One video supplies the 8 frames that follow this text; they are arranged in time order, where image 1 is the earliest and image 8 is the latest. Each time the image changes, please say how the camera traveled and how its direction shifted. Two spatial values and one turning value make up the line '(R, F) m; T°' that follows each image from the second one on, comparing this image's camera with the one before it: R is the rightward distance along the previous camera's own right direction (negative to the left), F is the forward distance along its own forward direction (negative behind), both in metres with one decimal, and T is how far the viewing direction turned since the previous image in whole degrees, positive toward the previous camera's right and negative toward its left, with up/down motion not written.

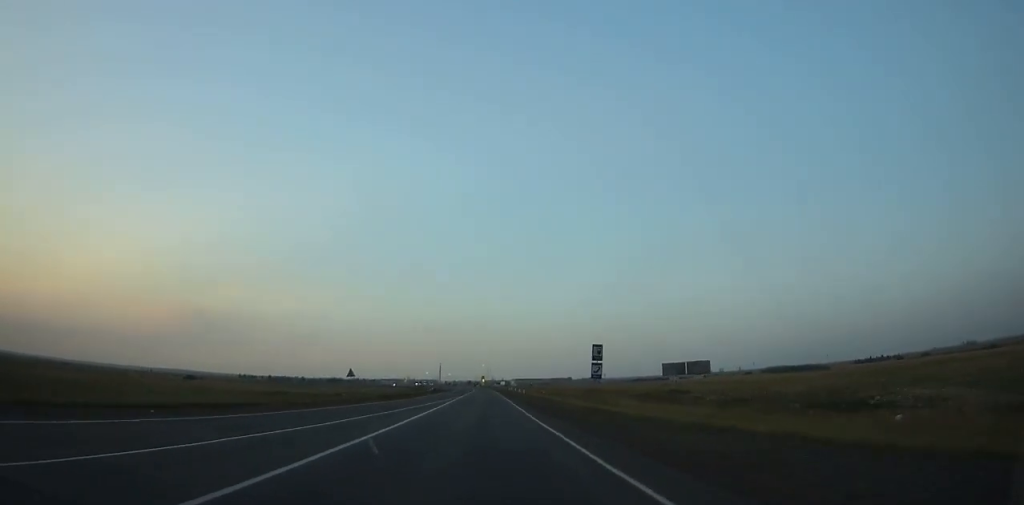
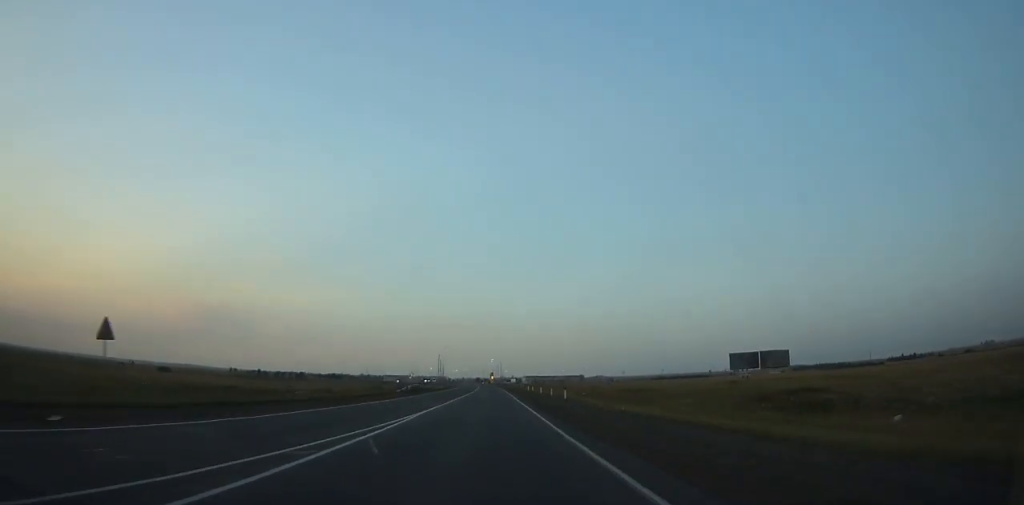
(-0.5, +36.8) m; -1°
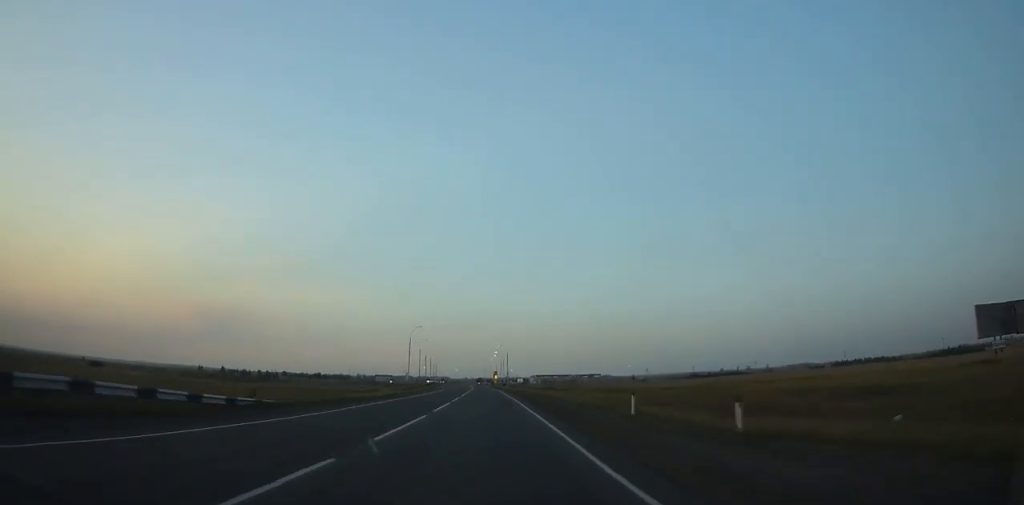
(-1.0, +60.5) m; -1°
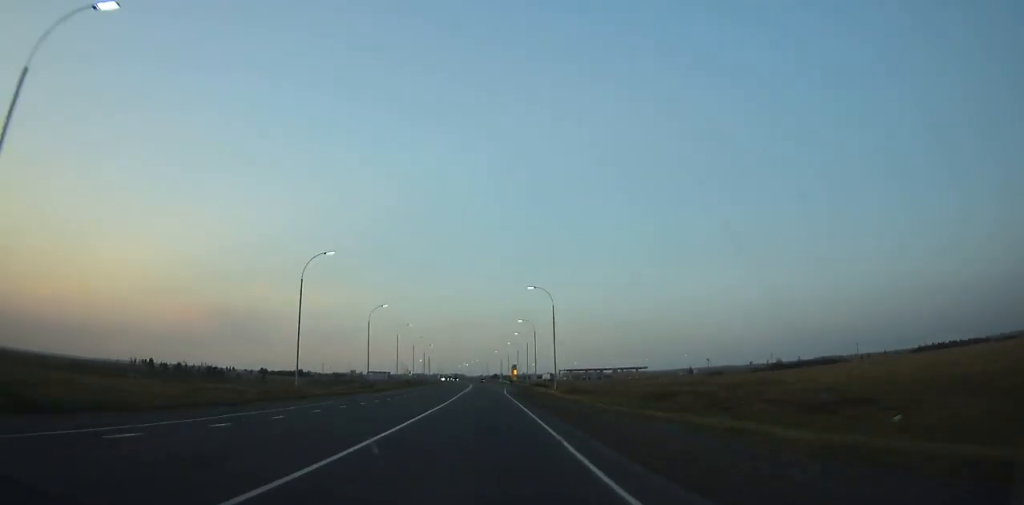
(-0.6, +89.7) m; -1°
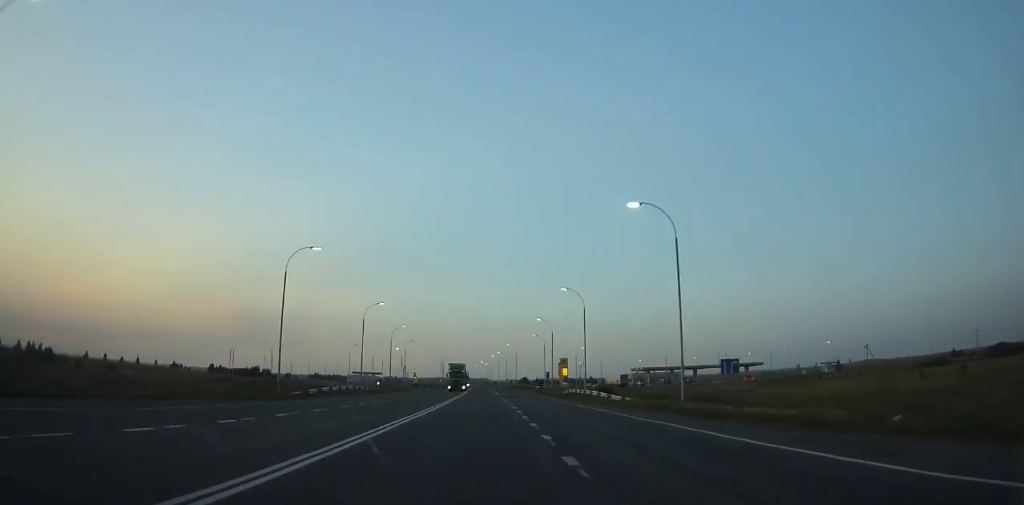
(-2.6, +125.0) m; -2°
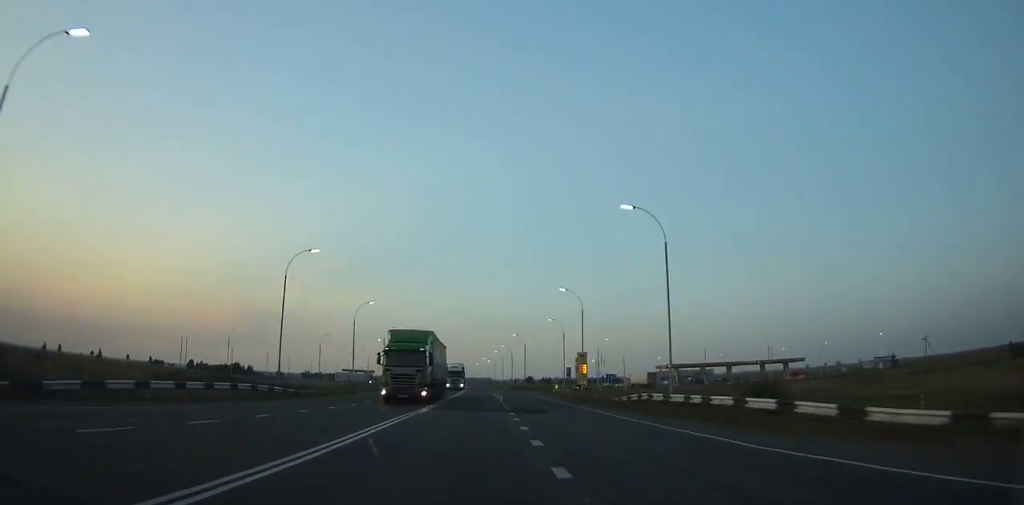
(-0.1, +30.0) m; -1°
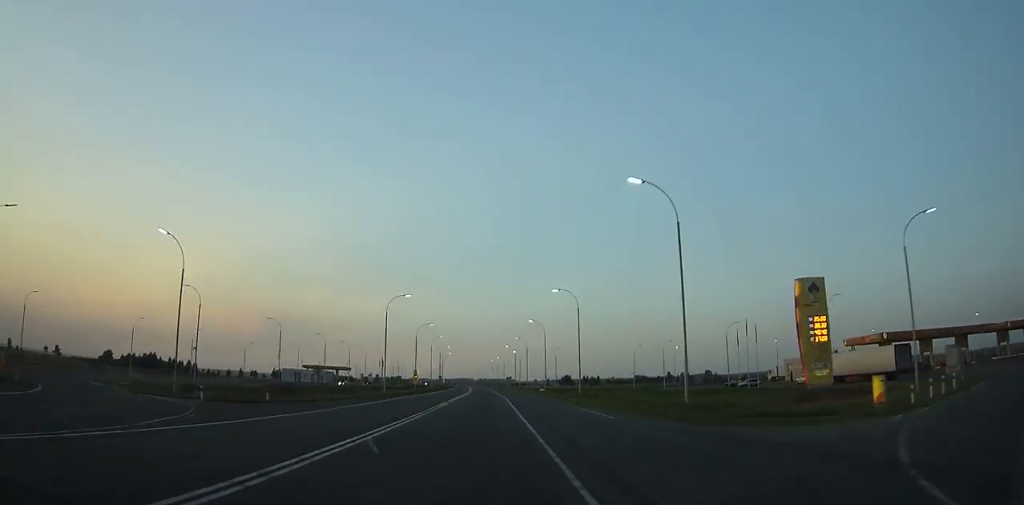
(-1.6, +93.0) m; -2°
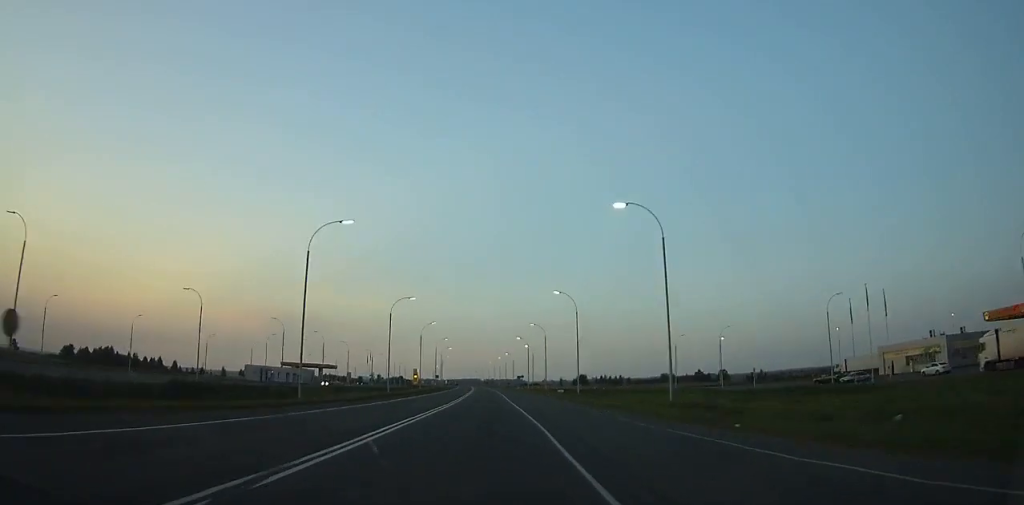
(-0.3, +28.4) m; -1°
